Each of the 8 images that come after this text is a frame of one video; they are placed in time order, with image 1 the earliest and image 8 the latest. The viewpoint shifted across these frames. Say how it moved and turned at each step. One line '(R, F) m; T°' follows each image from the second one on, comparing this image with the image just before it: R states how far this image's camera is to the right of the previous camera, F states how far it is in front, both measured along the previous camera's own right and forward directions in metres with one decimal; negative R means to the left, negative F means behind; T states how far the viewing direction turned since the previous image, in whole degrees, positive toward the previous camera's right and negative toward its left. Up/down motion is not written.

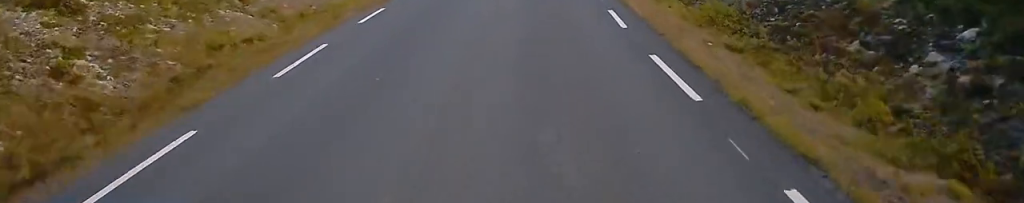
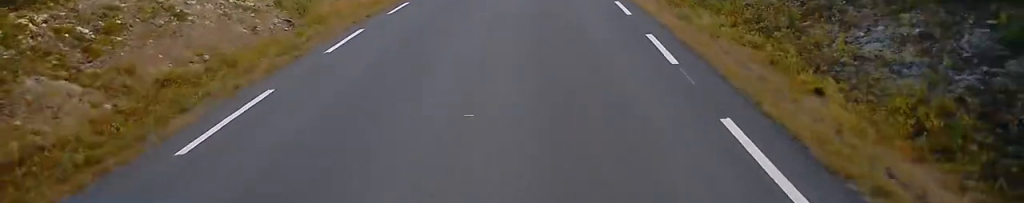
(0.0, +9.8) m; 0°
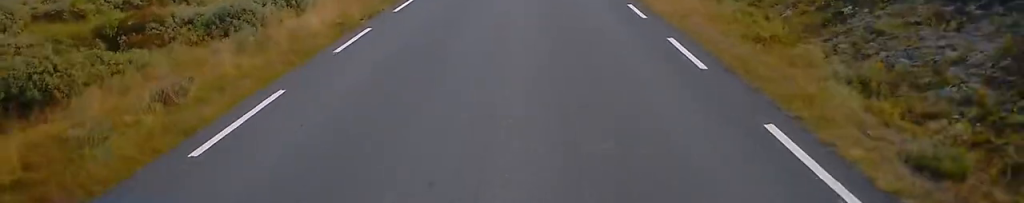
(-0.4, +18.2) m; -2°
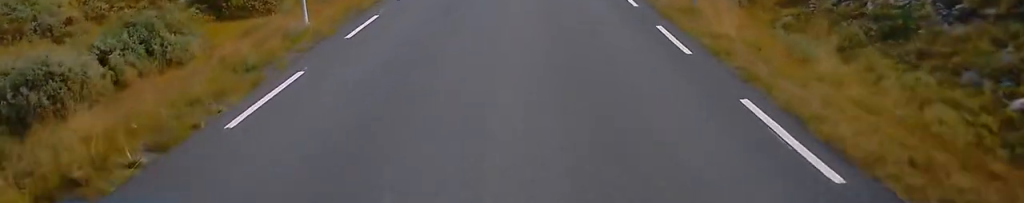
(-0.1, +10.9) m; +1°
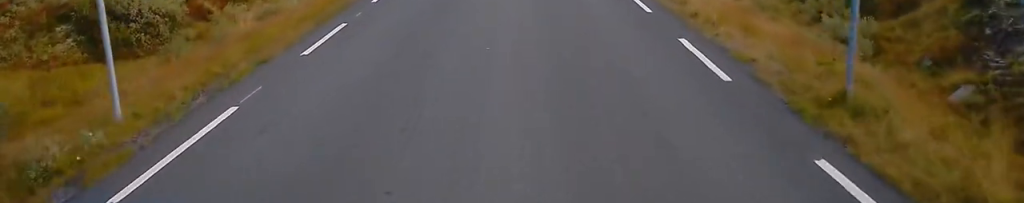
(+0.2, +8.5) m; +1°
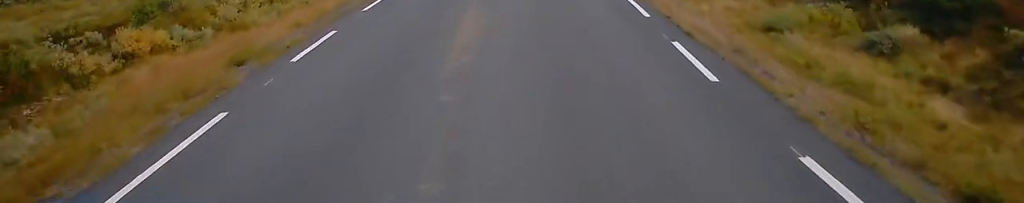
(+0.1, +11.8) m; 0°
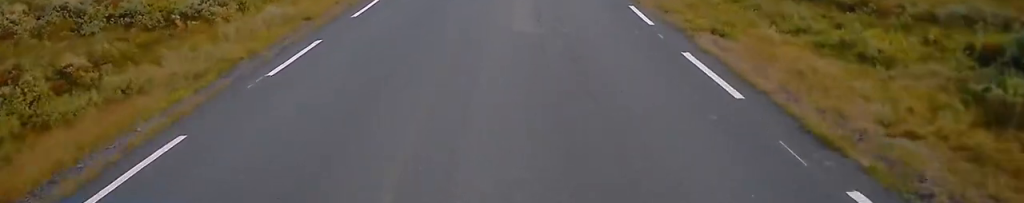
(0.0, +12.8) m; +1°
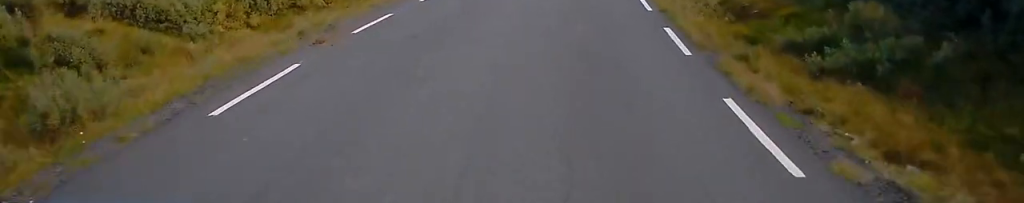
(+0.6, +38.3) m; +2°
